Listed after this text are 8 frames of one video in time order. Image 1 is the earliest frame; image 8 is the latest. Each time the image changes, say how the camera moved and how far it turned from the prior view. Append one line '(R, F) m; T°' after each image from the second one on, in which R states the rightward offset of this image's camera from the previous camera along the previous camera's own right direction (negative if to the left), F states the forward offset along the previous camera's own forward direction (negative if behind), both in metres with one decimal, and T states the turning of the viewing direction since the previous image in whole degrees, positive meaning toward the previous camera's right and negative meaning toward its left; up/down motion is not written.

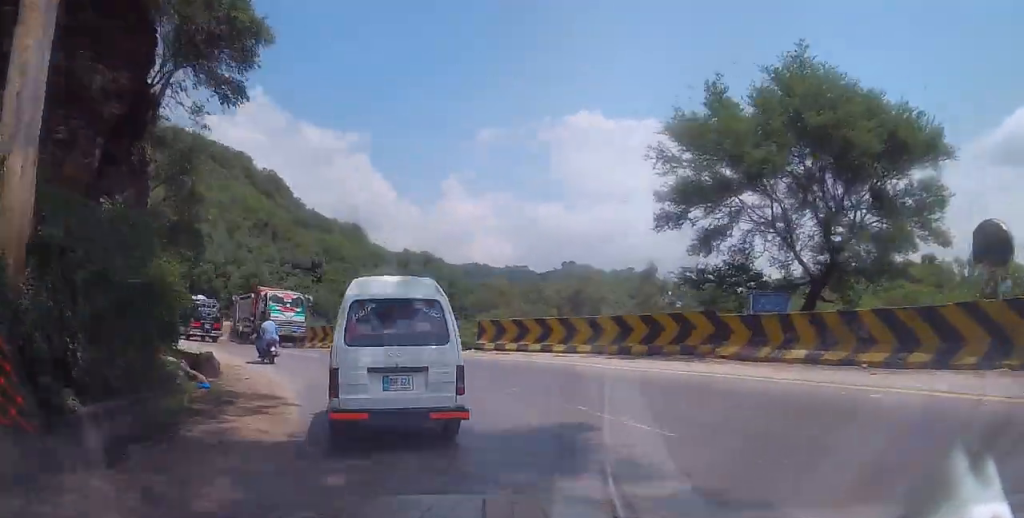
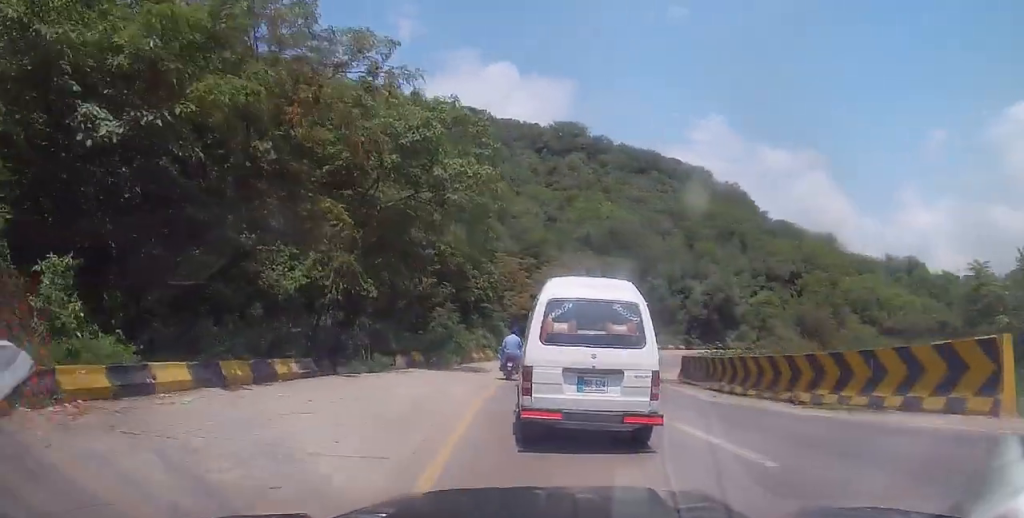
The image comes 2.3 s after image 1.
(-7.3, +20.8) m; -37°
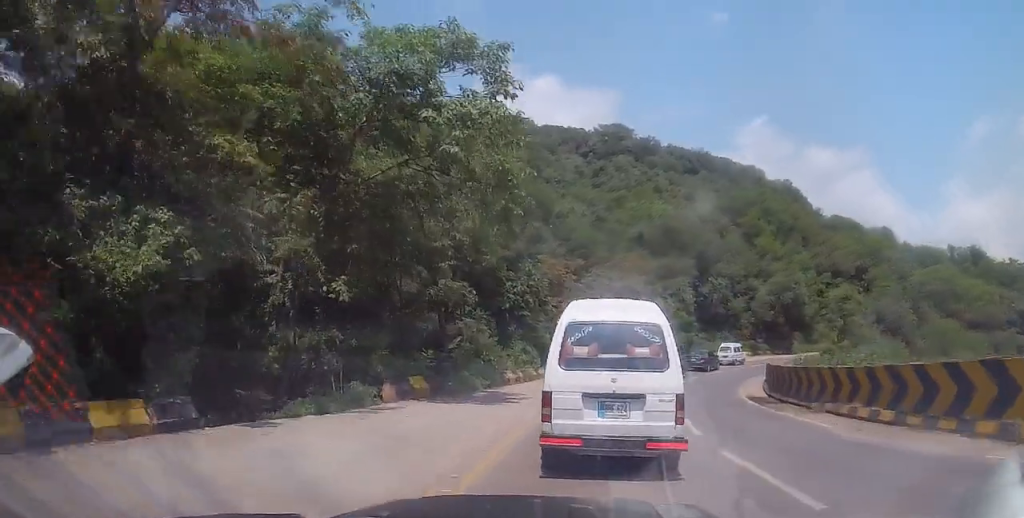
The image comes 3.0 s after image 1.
(-0.4, +6.8) m; -5°
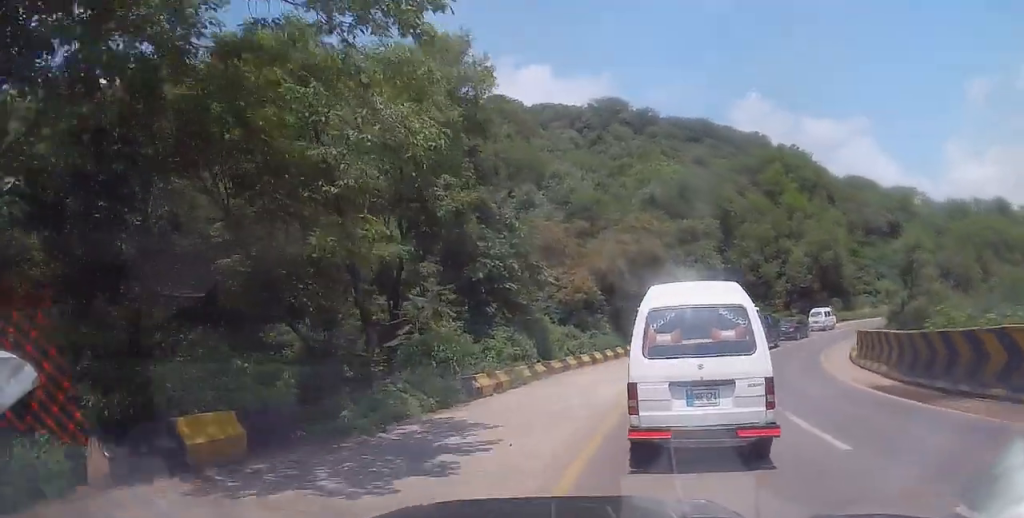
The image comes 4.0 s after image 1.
(-0.3, +10.3) m; -1°
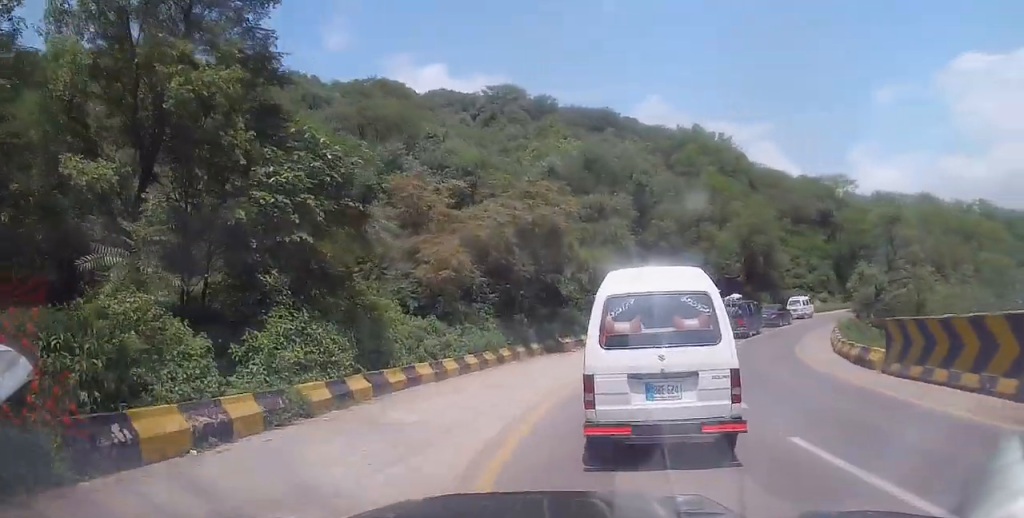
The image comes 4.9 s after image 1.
(+0.1, +9.6) m; +5°
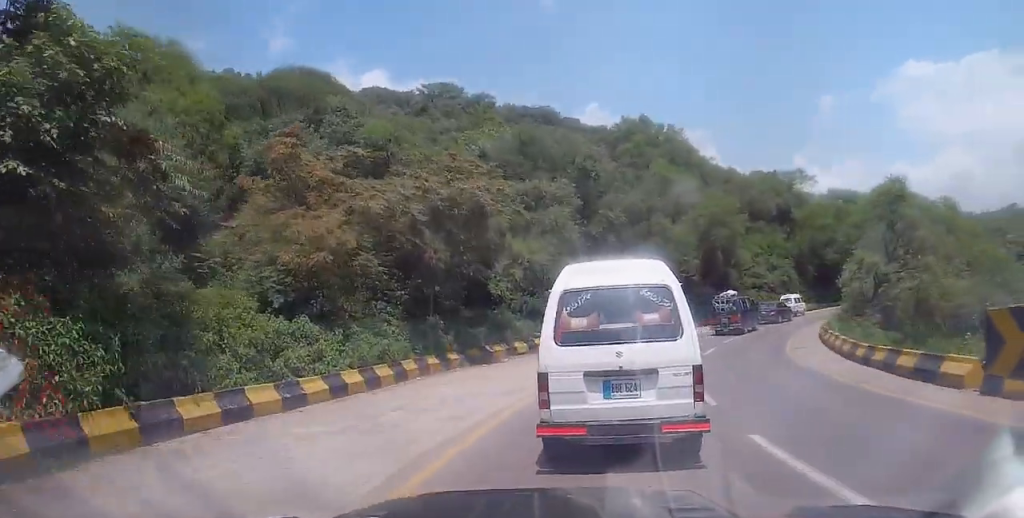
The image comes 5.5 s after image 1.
(+0.4, +6.1) m; +5°
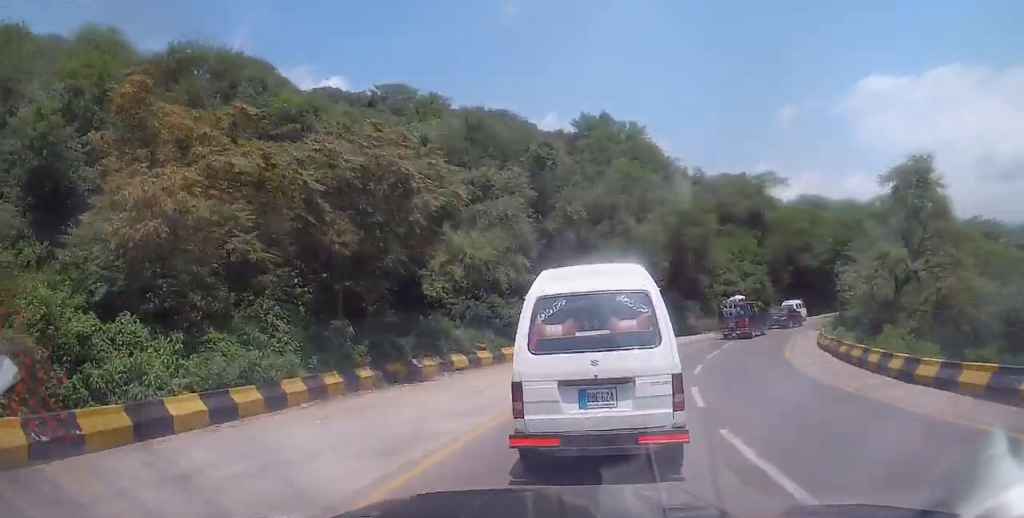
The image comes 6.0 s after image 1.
(+0.2, +5.3) m; +3°
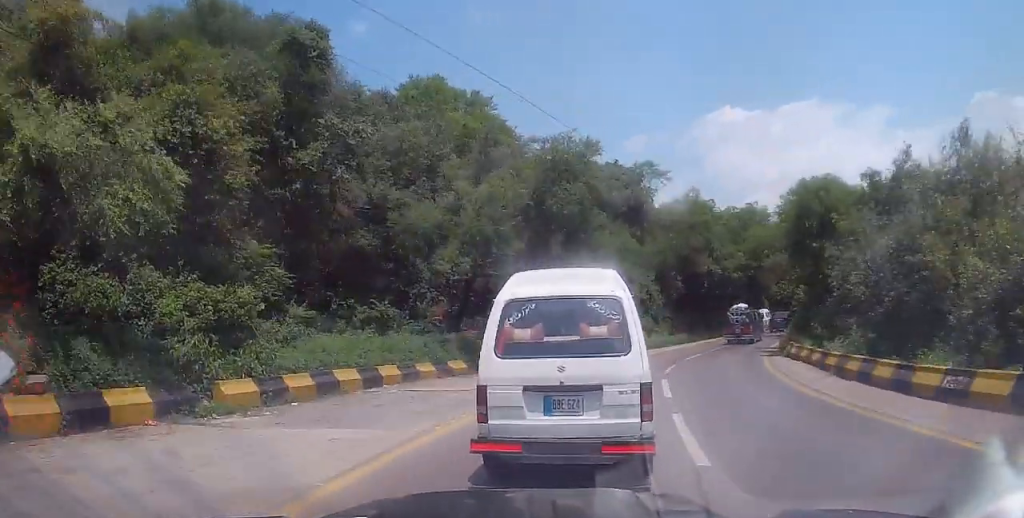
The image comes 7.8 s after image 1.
(+1.3, +16.8) m; +12°
